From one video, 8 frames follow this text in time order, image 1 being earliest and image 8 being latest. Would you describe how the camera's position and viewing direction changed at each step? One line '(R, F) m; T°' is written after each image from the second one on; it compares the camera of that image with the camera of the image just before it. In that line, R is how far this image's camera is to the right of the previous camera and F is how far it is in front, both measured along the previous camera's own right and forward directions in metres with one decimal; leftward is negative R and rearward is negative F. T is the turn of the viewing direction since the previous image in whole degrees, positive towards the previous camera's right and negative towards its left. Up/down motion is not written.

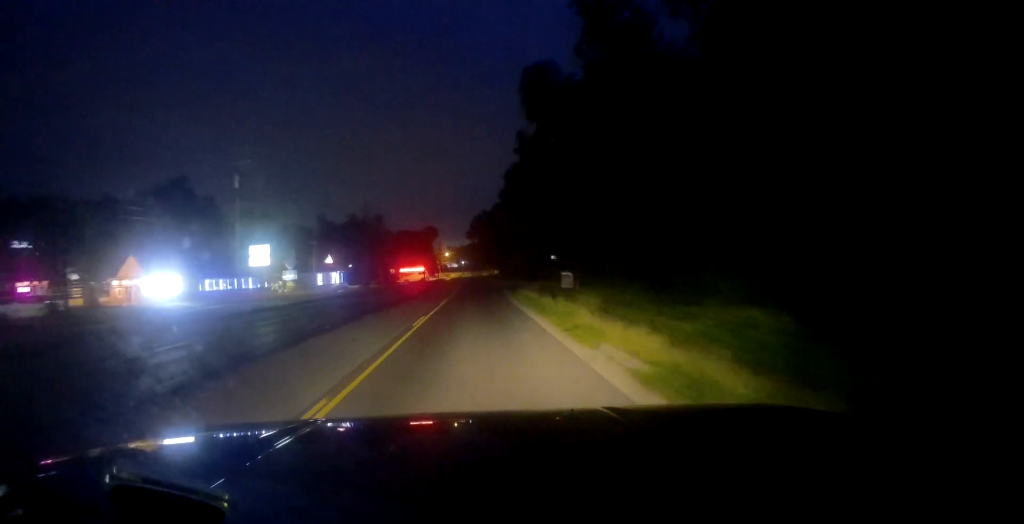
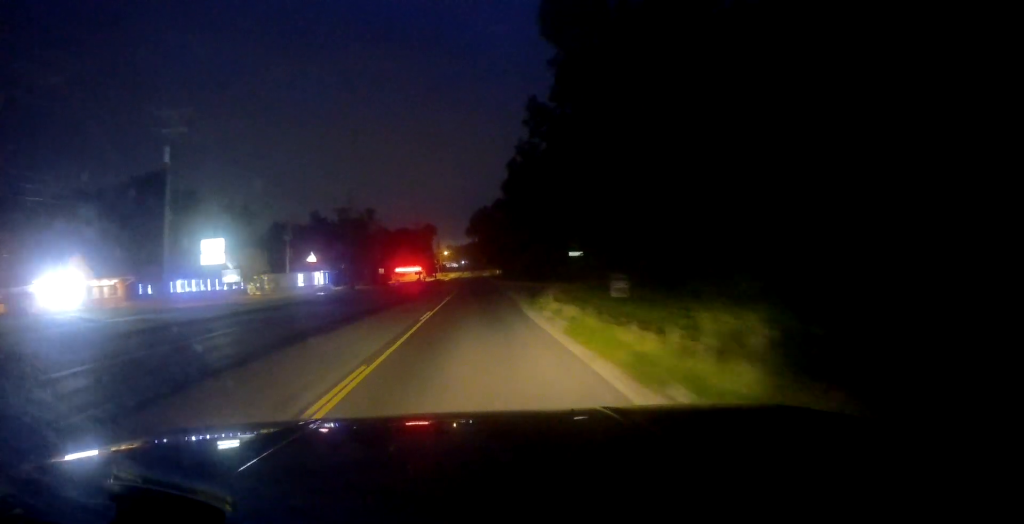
(-0.1, +12.1) m; +1°
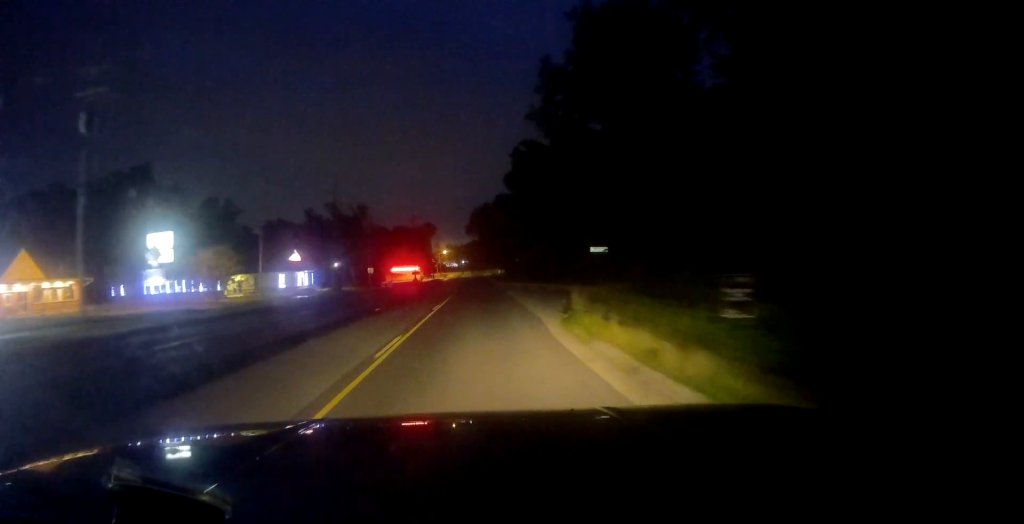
(+0.3, +9.6) m; +1°
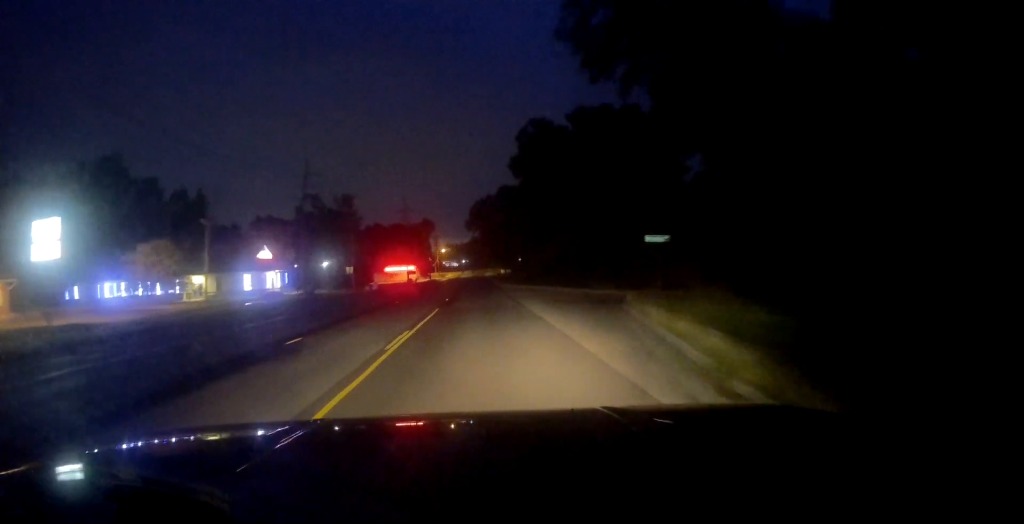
(+0.2, +13.8) m; 0°
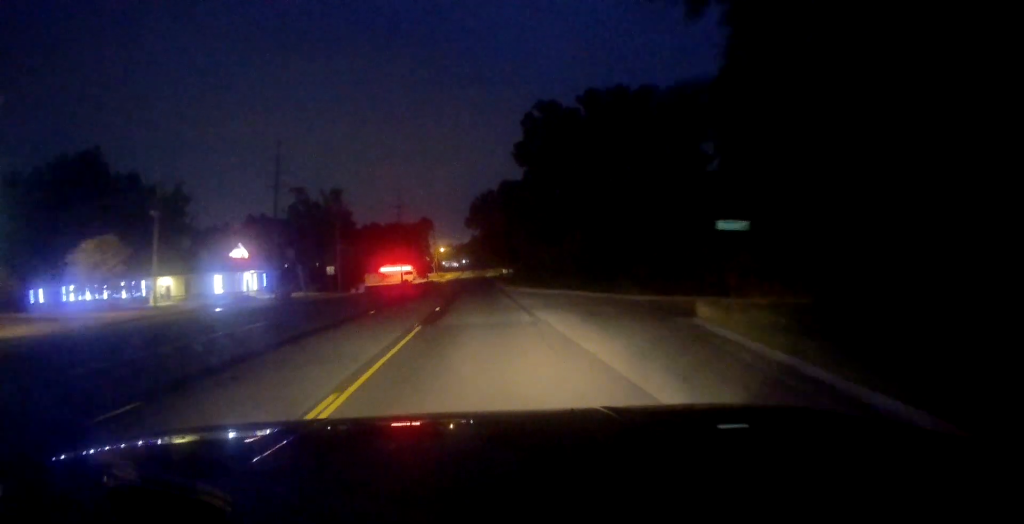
(+0.1, +9.0) m; -1°
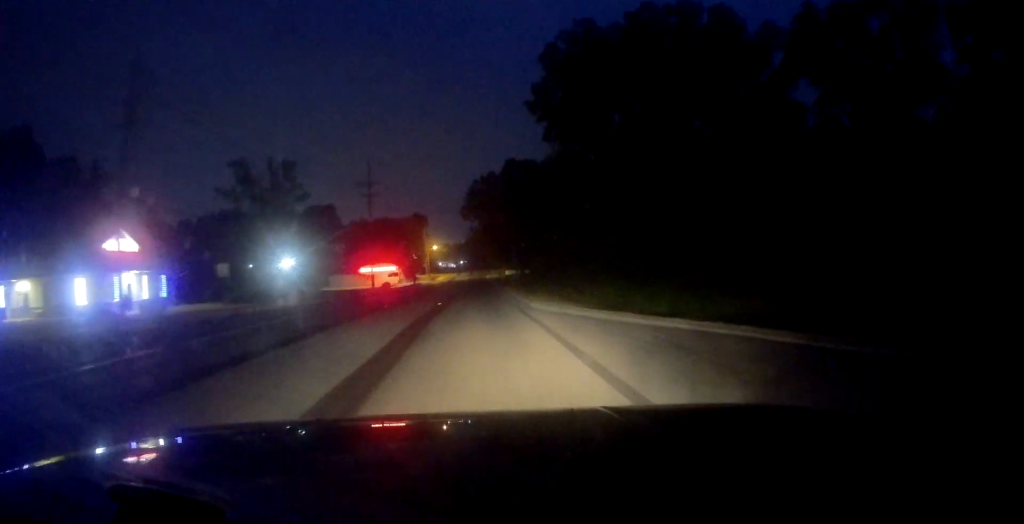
(-0.7, +25.8) m; -2°
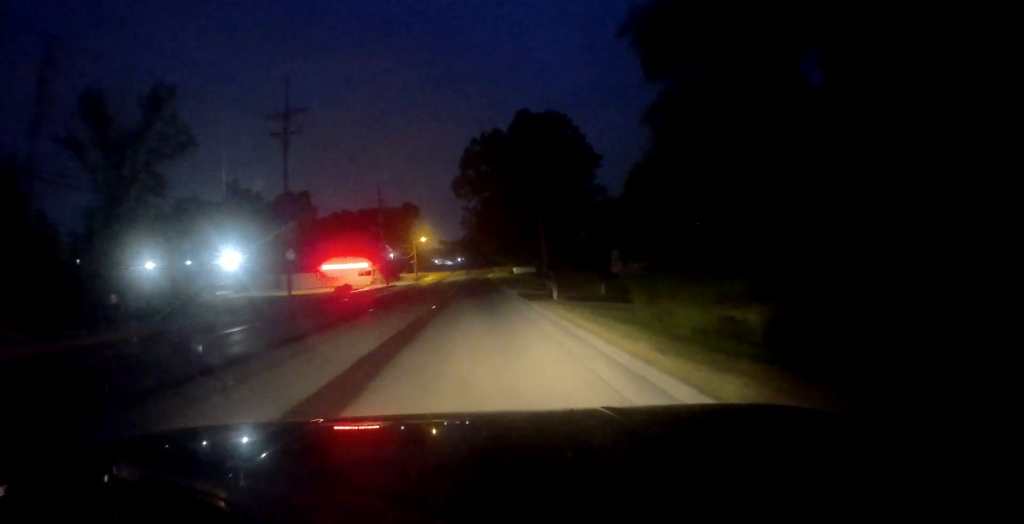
(0.0, +30.8) m; 0°
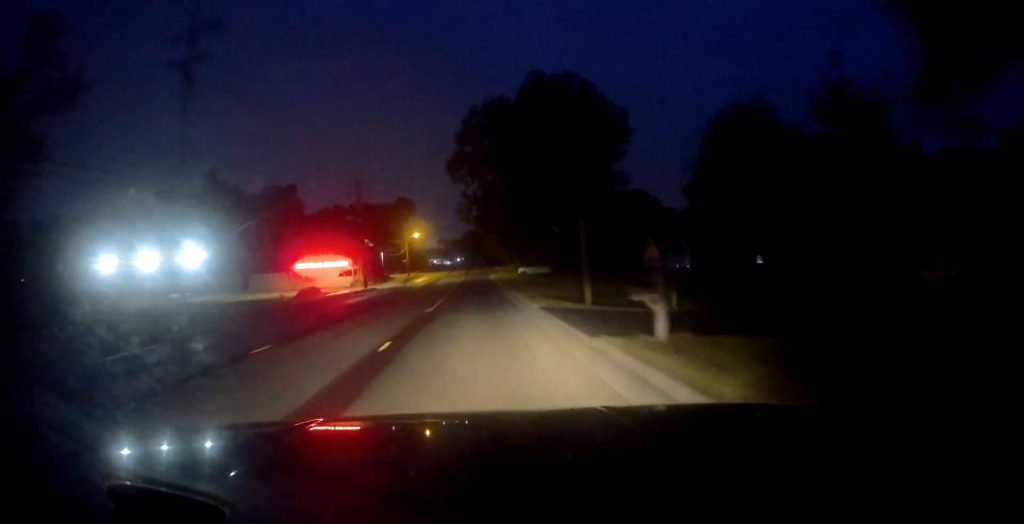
(0.0, +14.8) m; +1°
